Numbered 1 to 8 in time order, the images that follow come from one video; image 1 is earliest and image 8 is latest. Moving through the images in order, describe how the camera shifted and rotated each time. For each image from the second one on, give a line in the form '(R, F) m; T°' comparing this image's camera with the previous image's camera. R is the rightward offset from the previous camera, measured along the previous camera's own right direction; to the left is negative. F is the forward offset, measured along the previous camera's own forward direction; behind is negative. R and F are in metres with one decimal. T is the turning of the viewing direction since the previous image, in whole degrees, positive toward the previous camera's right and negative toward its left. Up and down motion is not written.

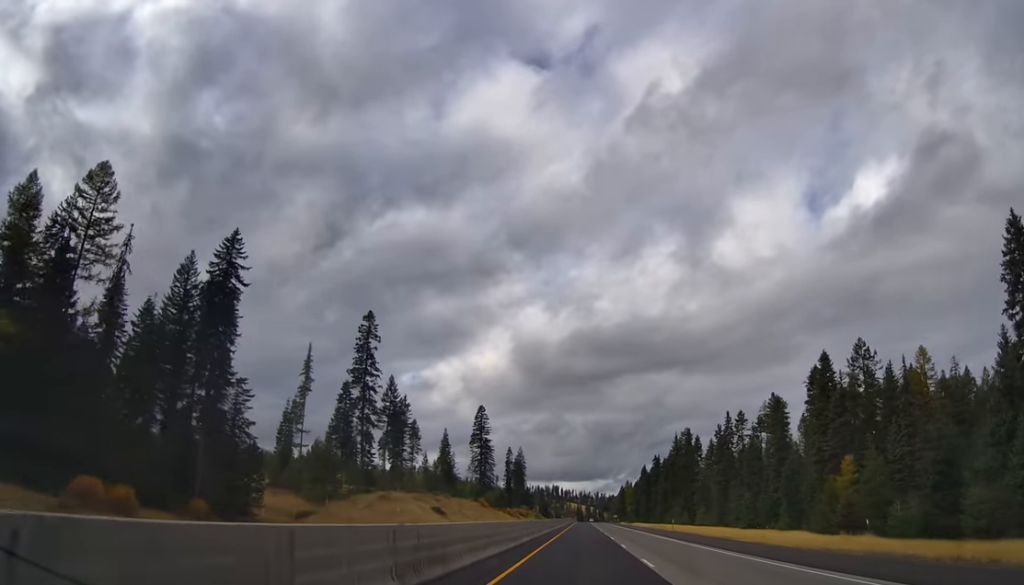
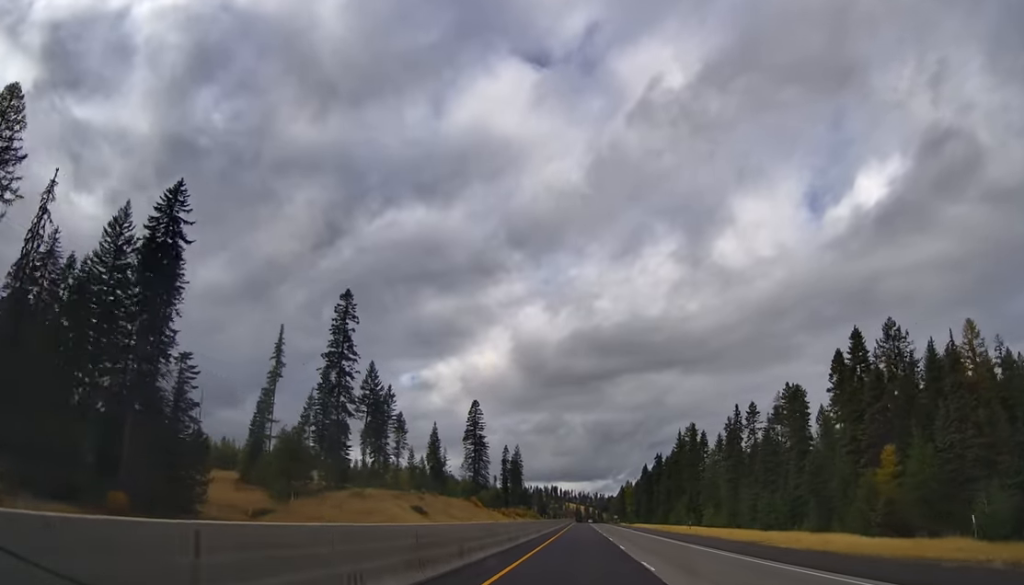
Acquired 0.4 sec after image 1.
(-0.1, +13.2) m; 0°
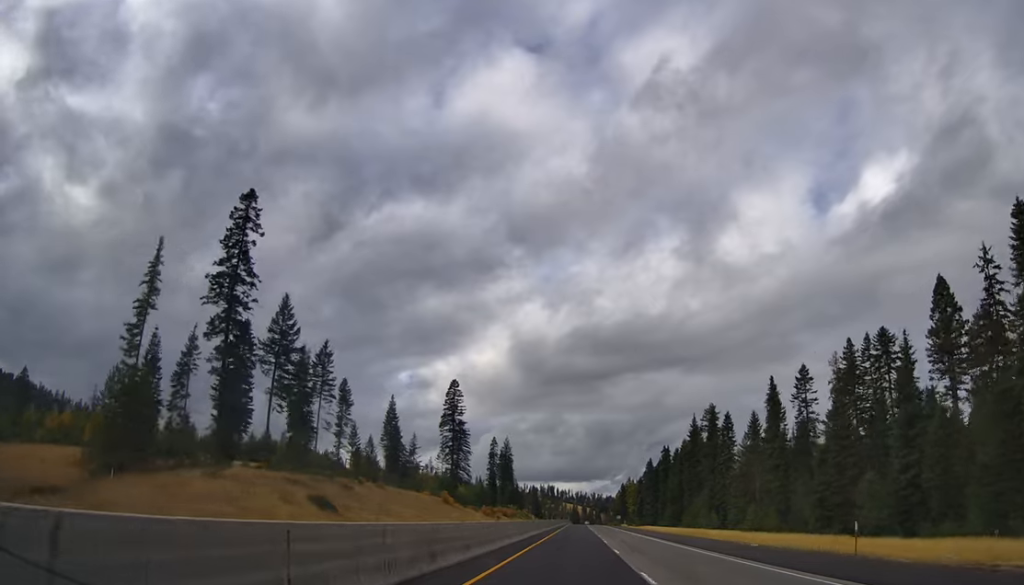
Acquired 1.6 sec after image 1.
(-0.2, +39.5) m; +1°
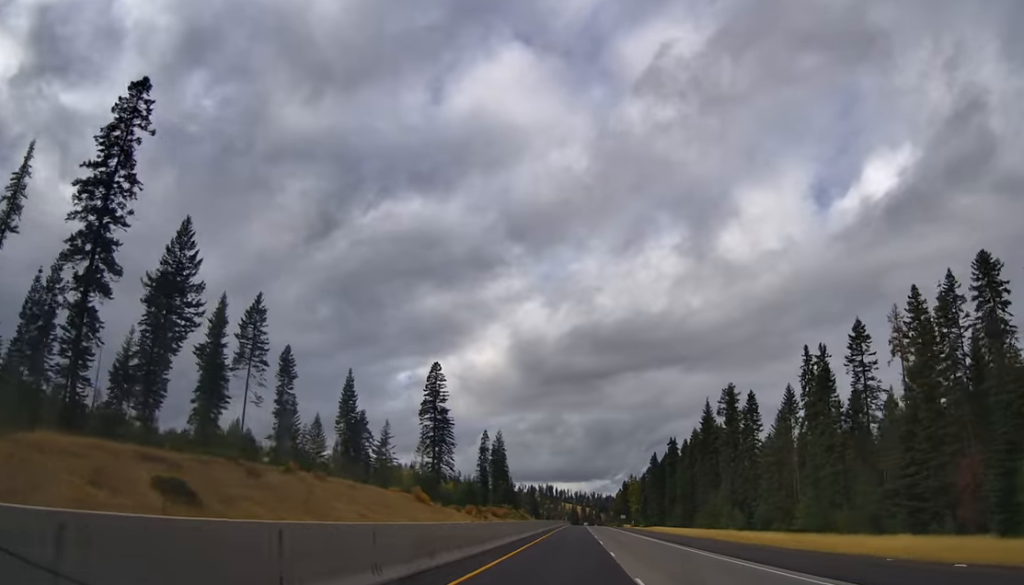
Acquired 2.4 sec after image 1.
(+0.4, +26.4) m; +1°
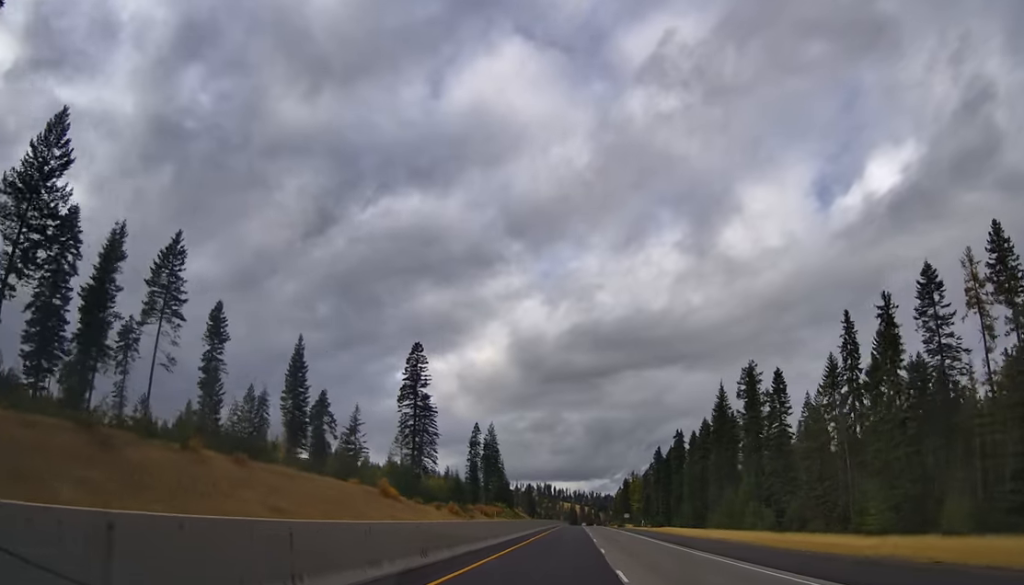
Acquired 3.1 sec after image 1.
(+0.7, +22.0) m; 0°
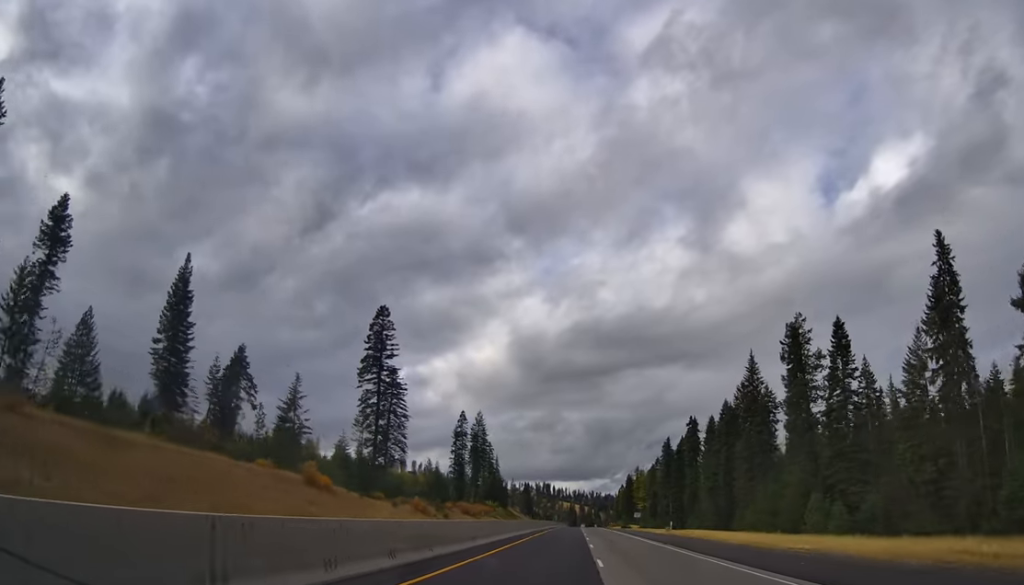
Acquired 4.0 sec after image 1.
(-1.2, +32.0) m; -2°
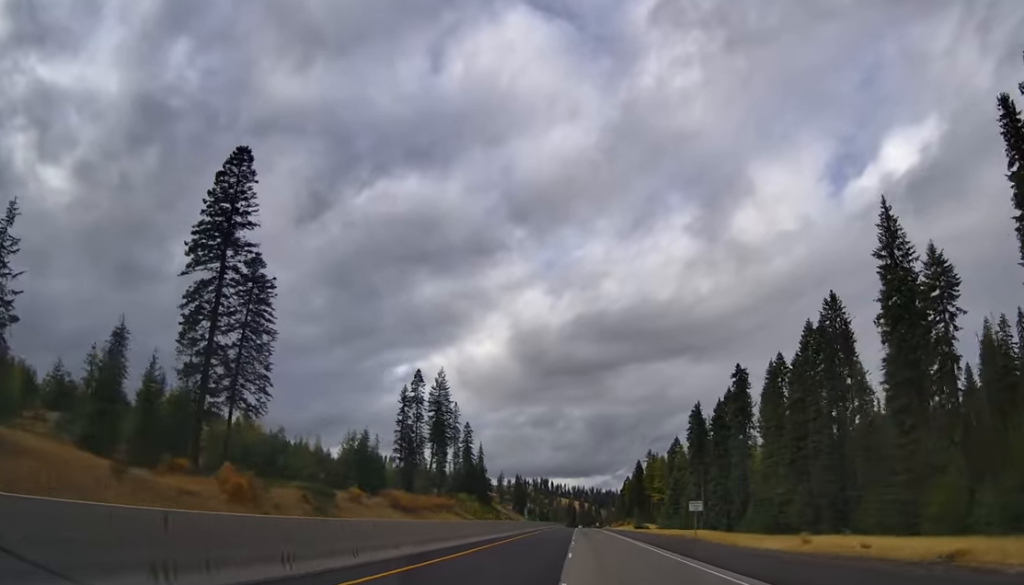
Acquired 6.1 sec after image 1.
(+0.6, +68.2) m; +1°
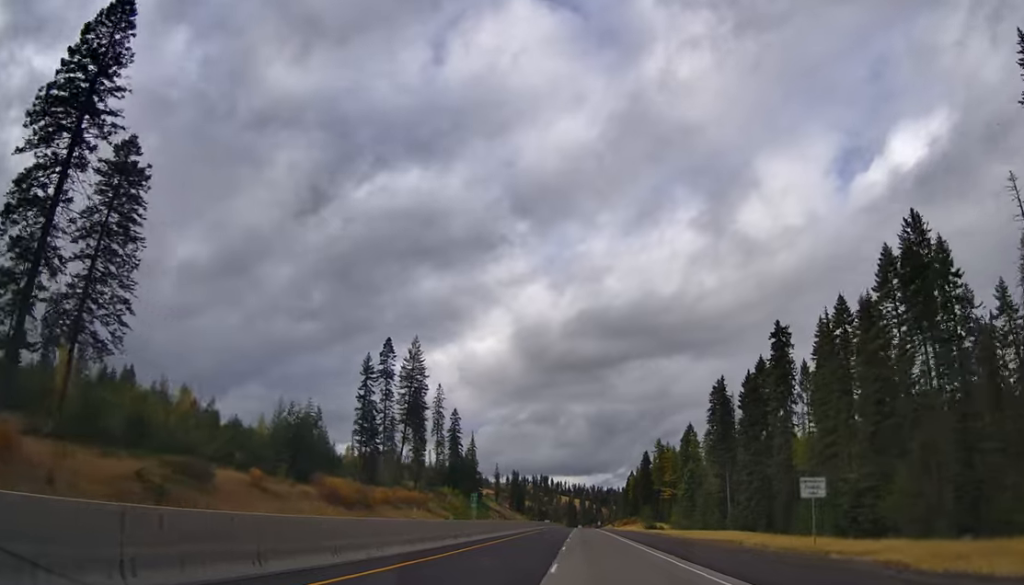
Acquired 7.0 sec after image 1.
(0.0, +30.9) m; 0°
